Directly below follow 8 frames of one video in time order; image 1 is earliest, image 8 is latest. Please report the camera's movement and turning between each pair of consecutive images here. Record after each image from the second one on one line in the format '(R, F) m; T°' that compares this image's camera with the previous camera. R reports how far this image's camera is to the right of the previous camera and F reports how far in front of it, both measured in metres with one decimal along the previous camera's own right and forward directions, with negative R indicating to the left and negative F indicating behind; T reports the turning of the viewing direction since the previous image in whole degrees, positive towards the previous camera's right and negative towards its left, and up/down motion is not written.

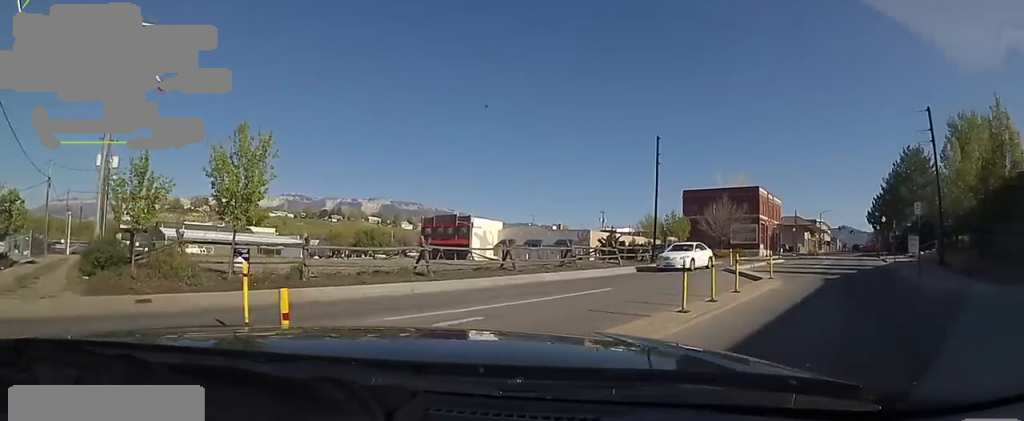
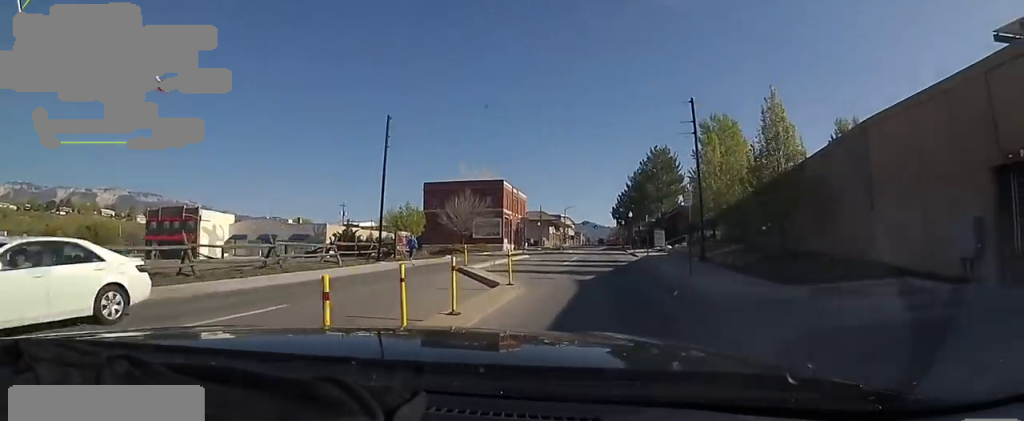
(+0.8, +3.4) m; +21°
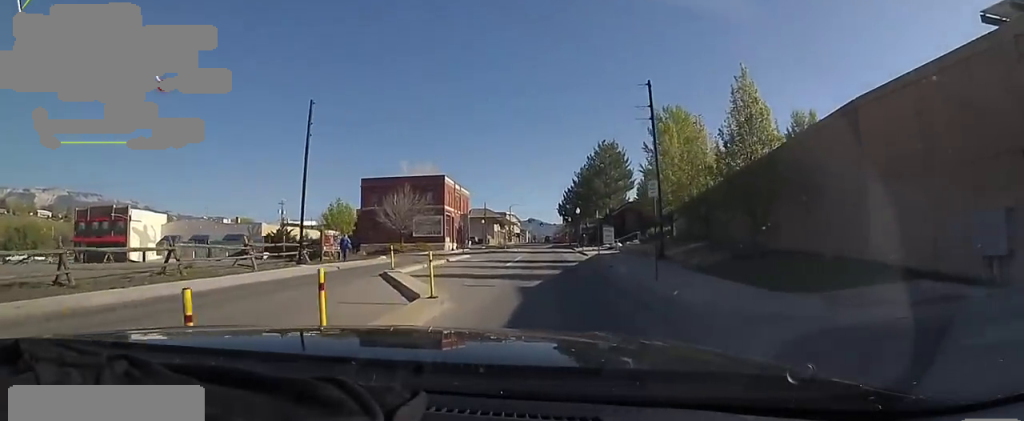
(0.0, +2.4) m; 0°
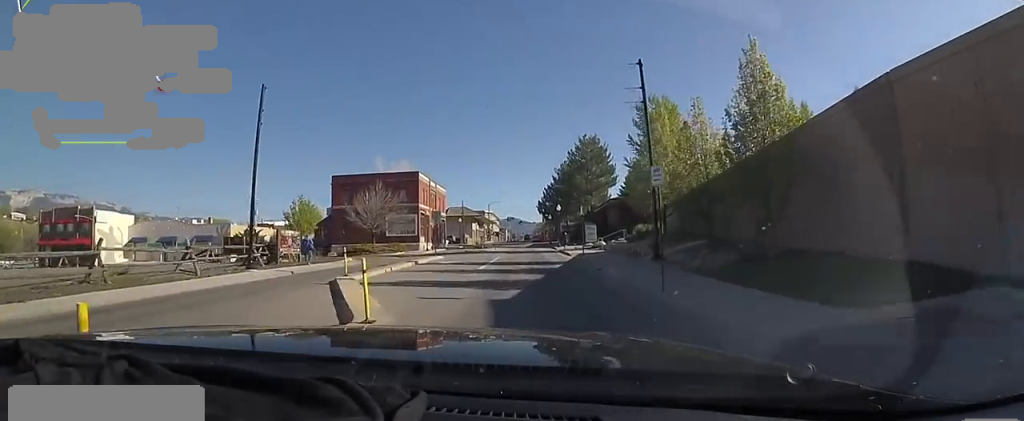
(0.0, +2.1) m; 0°
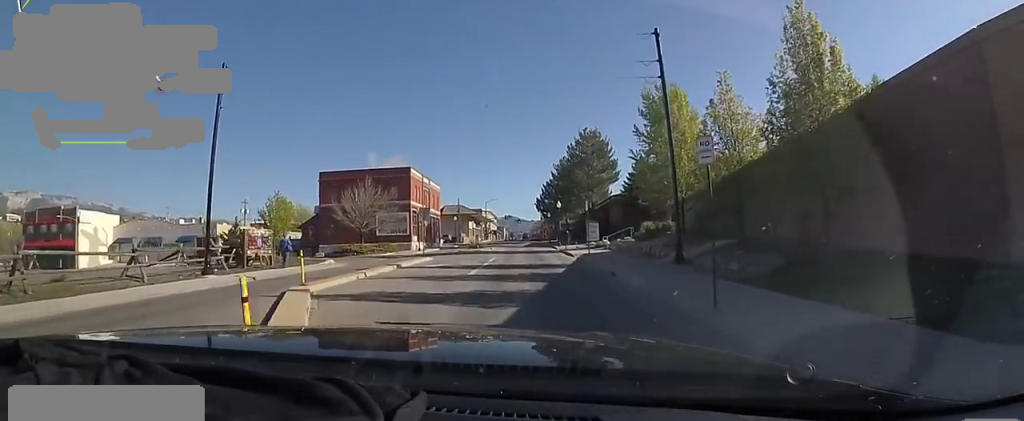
(0.0, +2.7) m; 0°
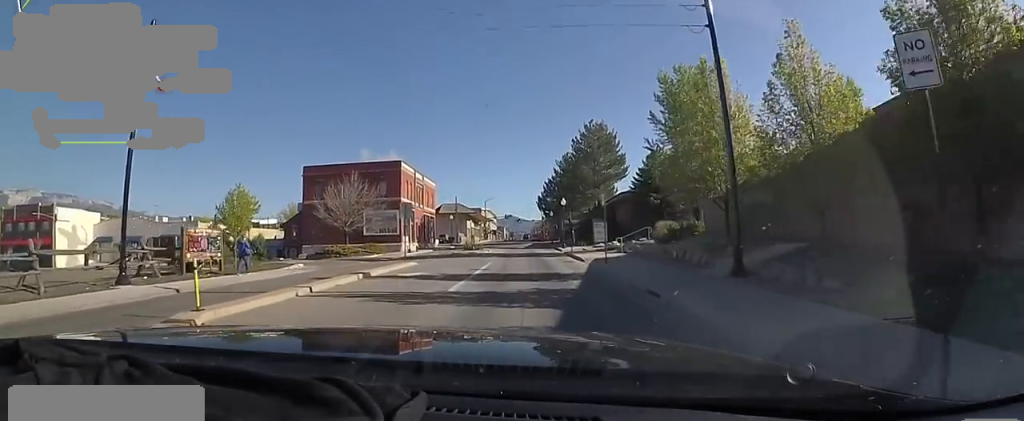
(0.0, +4.0) m; 0°
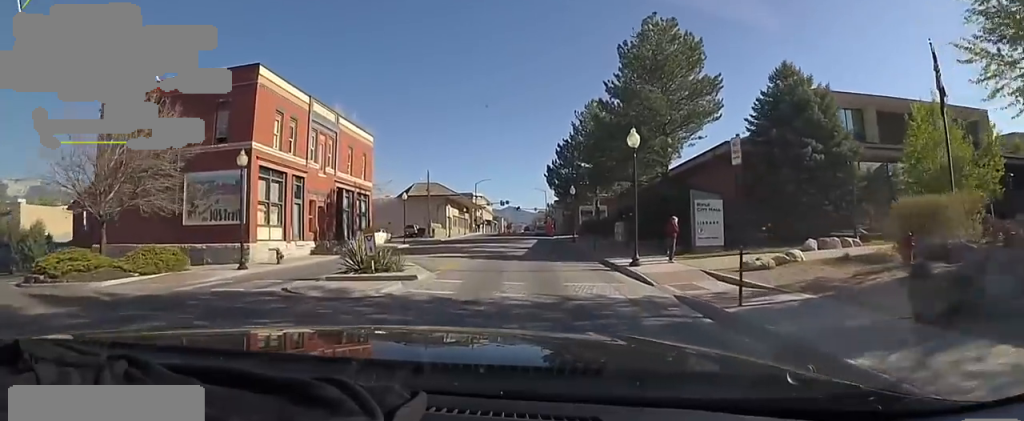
(0.0, +26.6) m; 0°
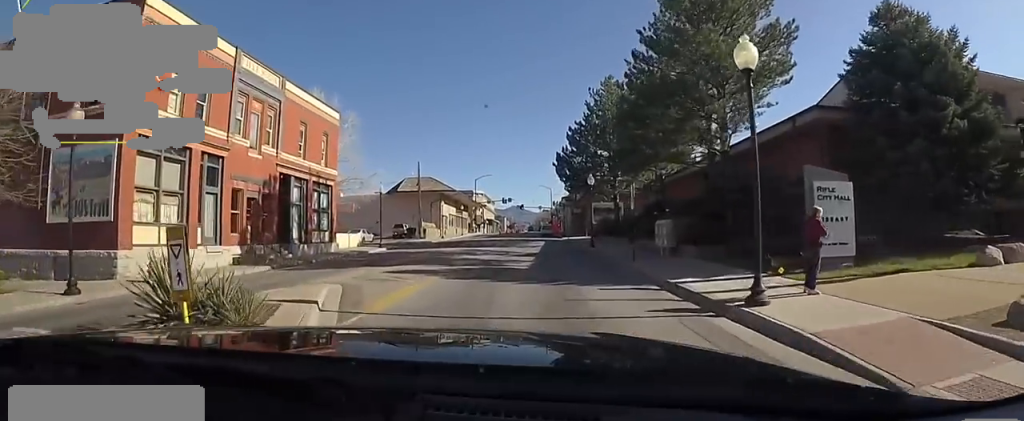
(0.0, +8.3) m; 0°
